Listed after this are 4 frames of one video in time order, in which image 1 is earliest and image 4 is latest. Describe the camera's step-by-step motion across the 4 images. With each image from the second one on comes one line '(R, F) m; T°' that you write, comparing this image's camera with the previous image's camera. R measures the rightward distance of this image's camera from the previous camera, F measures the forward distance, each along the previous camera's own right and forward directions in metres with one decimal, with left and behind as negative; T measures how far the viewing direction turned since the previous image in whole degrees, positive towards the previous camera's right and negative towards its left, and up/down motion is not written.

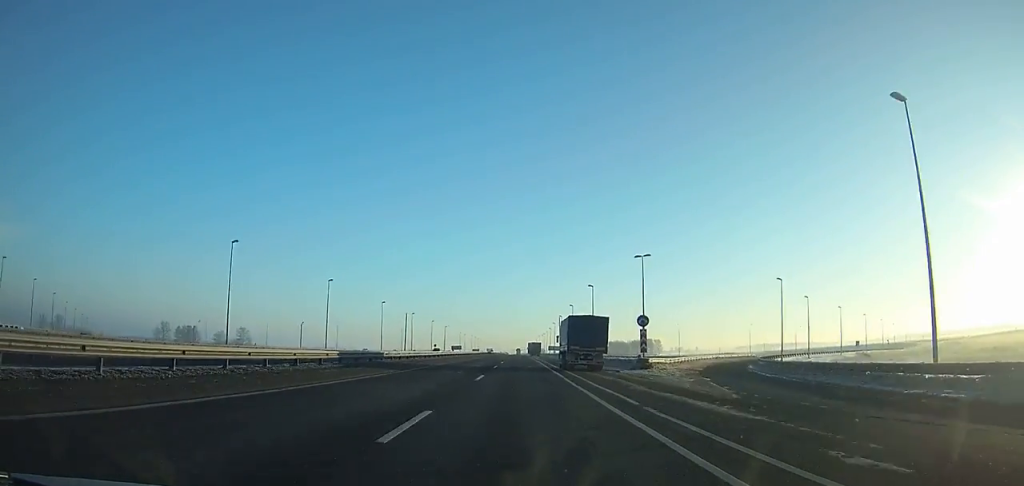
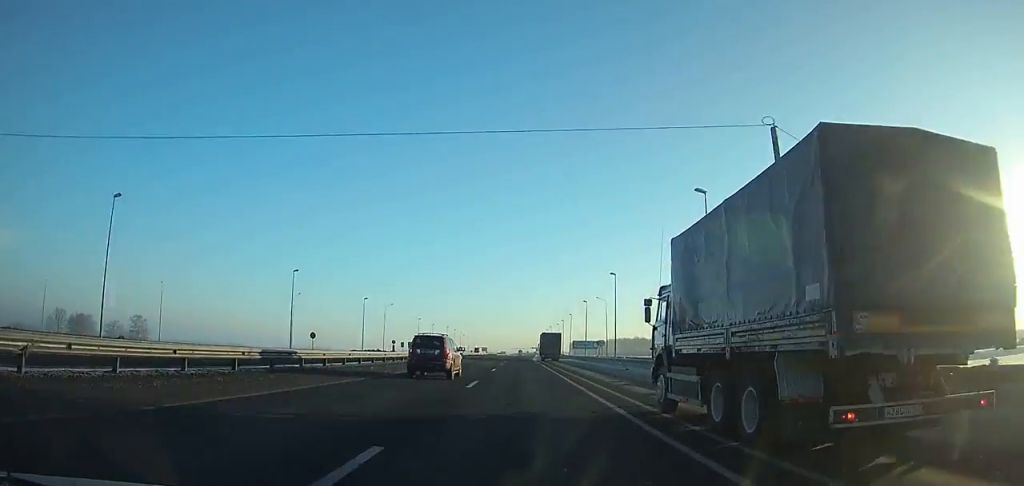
(+0.3, +115.4) m; 0°
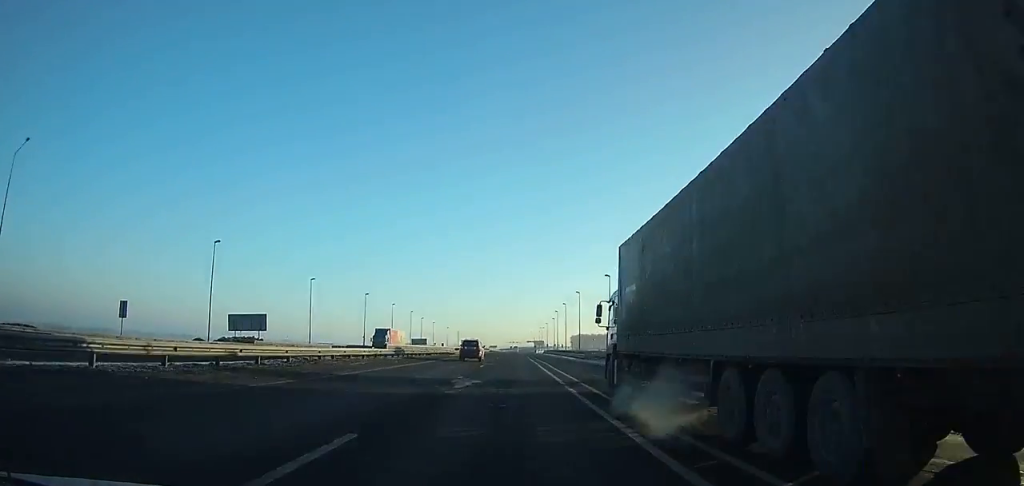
(+0.1, +111.8) m; 0°
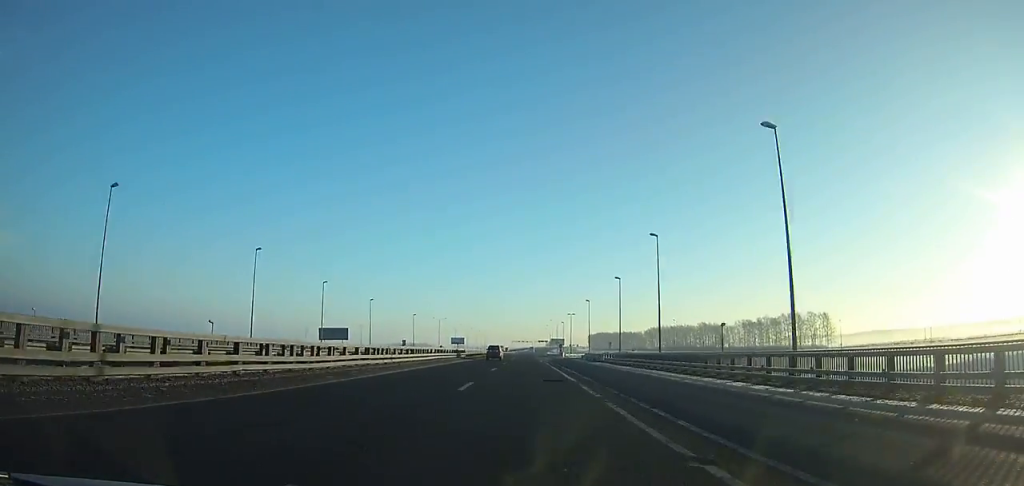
(-0.5, +98.1) m; 0°
